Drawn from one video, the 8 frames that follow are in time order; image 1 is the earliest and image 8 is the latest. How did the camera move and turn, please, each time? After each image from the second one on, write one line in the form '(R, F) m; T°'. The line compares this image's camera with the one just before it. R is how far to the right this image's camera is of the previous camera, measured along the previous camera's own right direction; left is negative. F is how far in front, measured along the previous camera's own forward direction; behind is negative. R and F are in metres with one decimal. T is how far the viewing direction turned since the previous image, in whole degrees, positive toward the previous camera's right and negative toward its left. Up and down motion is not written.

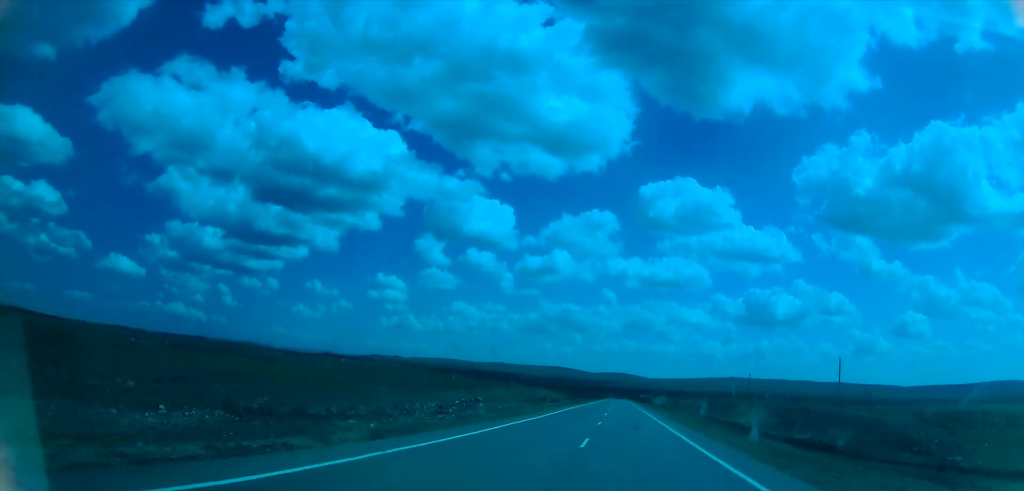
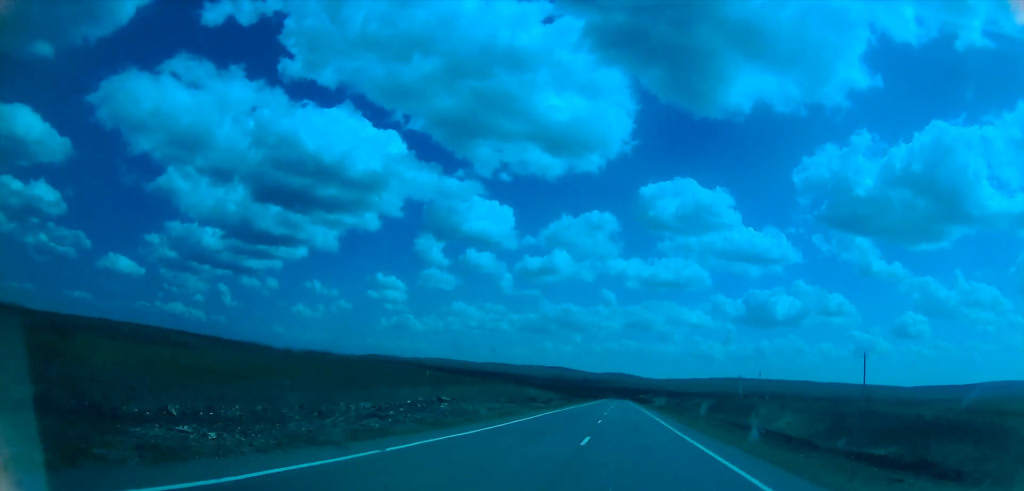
(0.0, +12.1) m; 0°
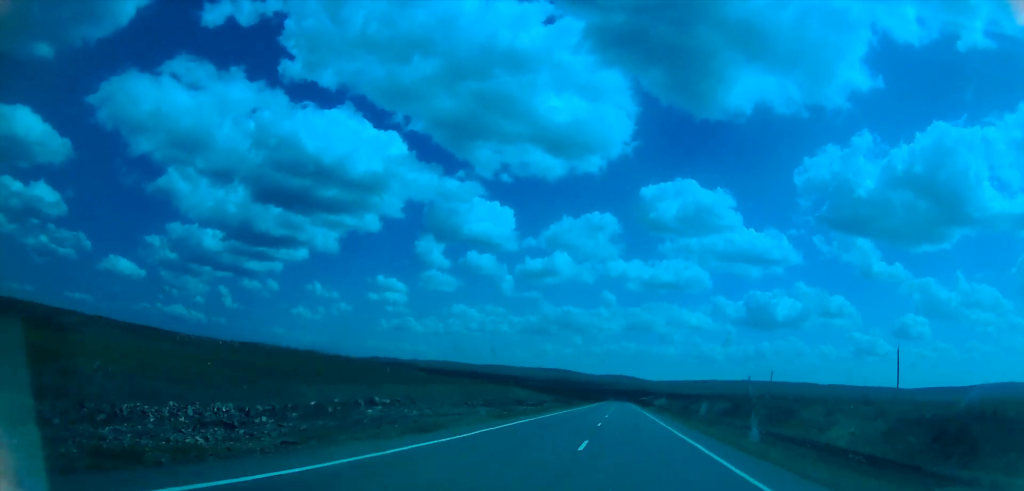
(+0.3, +13.1) m; -1°
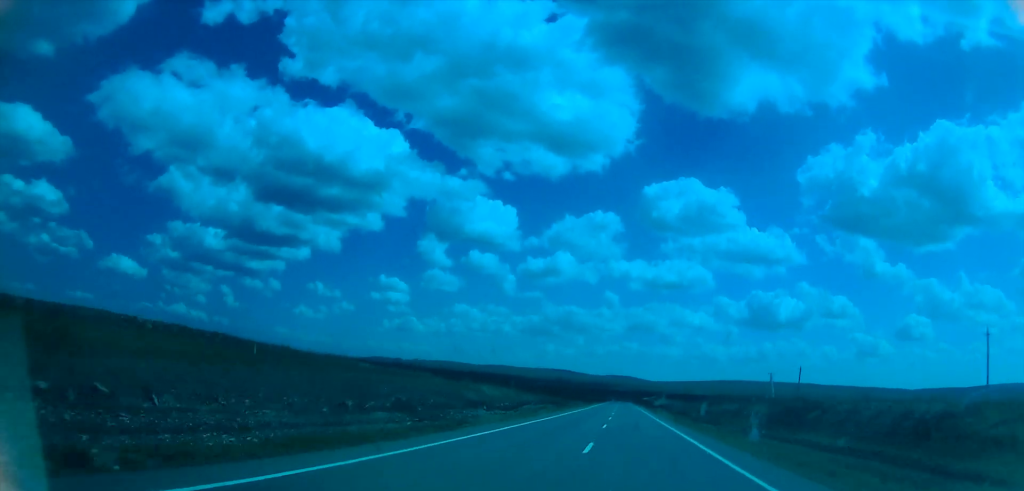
(-0.2, +24.2) m; -1°
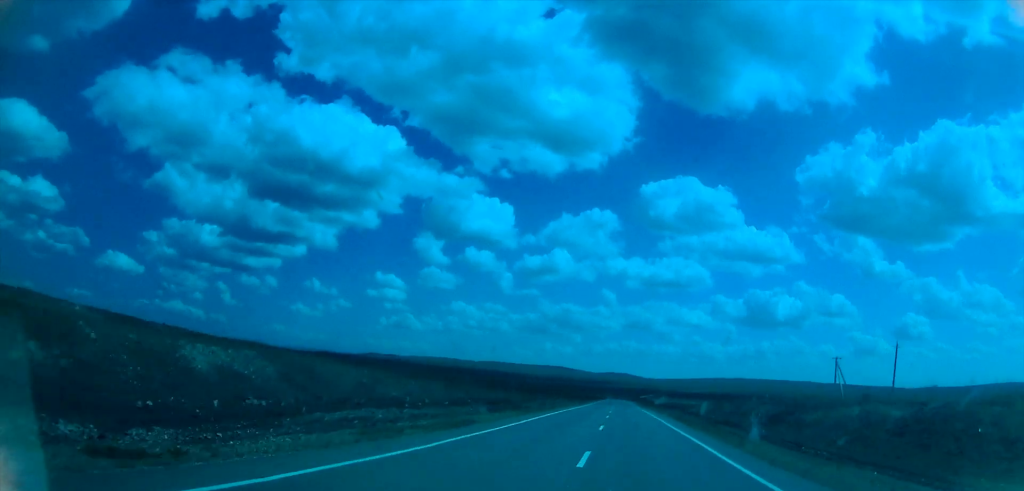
(+0.6, +49.6) m; 0°
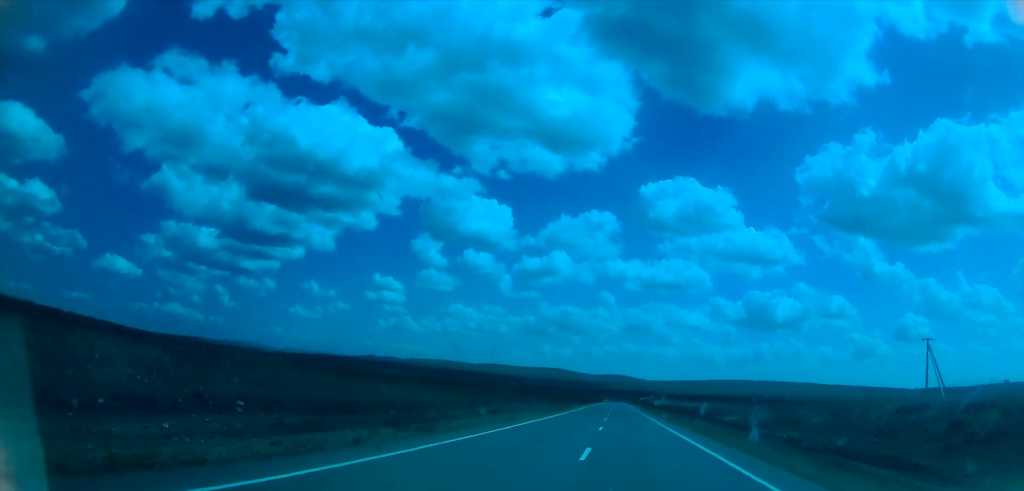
(-1.6, +34.6) m; 0°
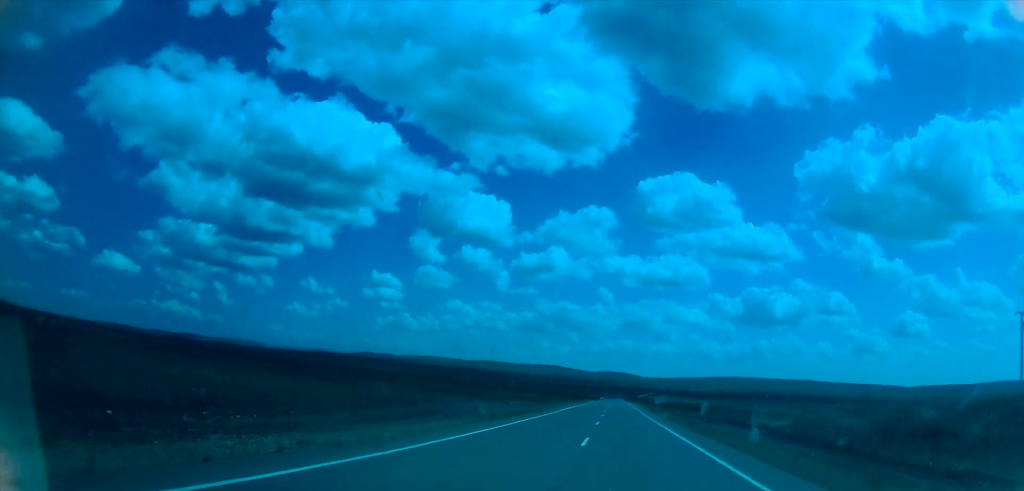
(+1.2, +20.4) m; 0°
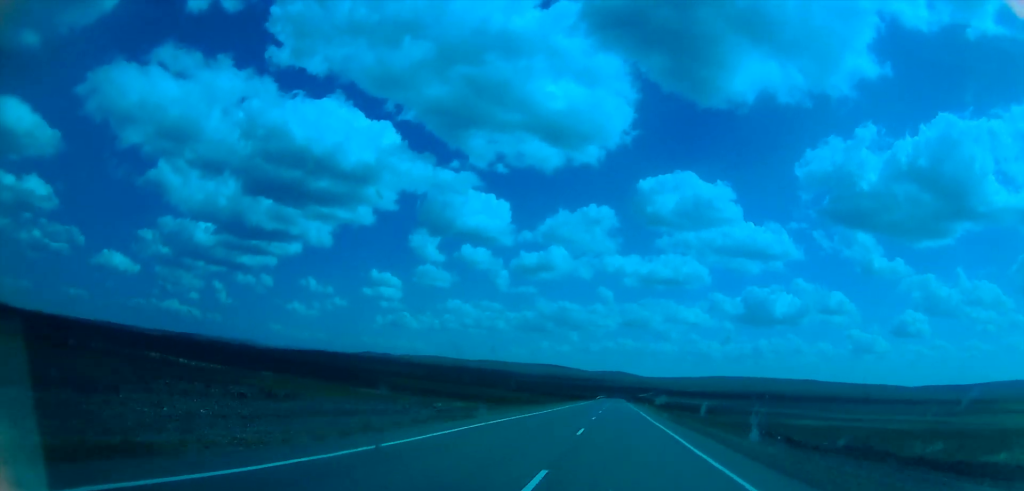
(-1.1, +32.7) m; 0°
